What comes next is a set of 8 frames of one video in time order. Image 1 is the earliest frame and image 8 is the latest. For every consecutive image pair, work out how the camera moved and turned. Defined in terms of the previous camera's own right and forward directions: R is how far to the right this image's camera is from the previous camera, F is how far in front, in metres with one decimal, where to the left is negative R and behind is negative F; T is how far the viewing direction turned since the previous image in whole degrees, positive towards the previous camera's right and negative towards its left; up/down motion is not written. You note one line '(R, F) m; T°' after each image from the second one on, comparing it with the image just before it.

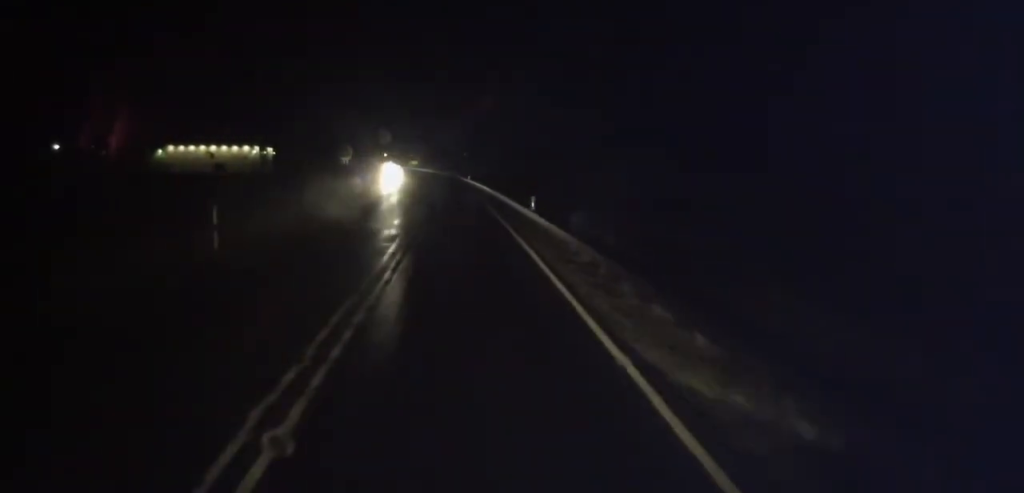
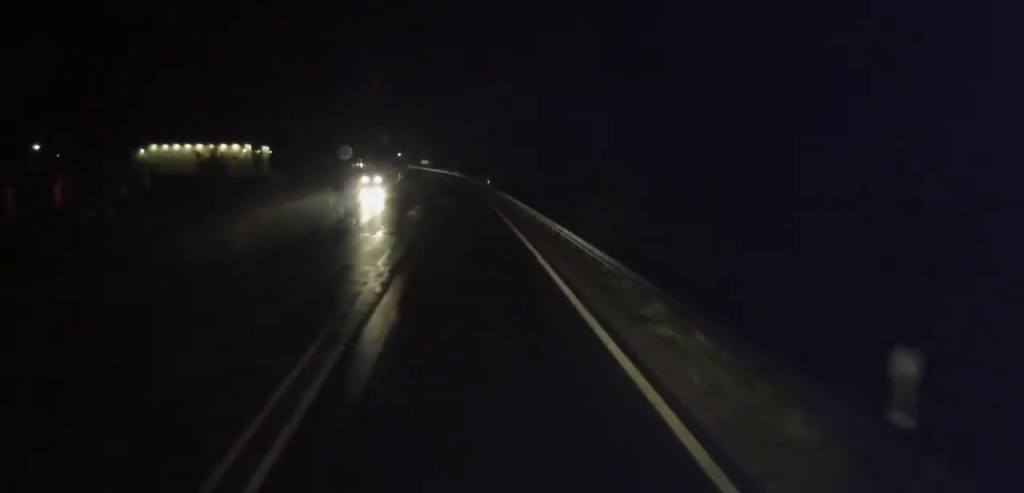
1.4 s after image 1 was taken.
(-0.4, +20.6) m; -1°
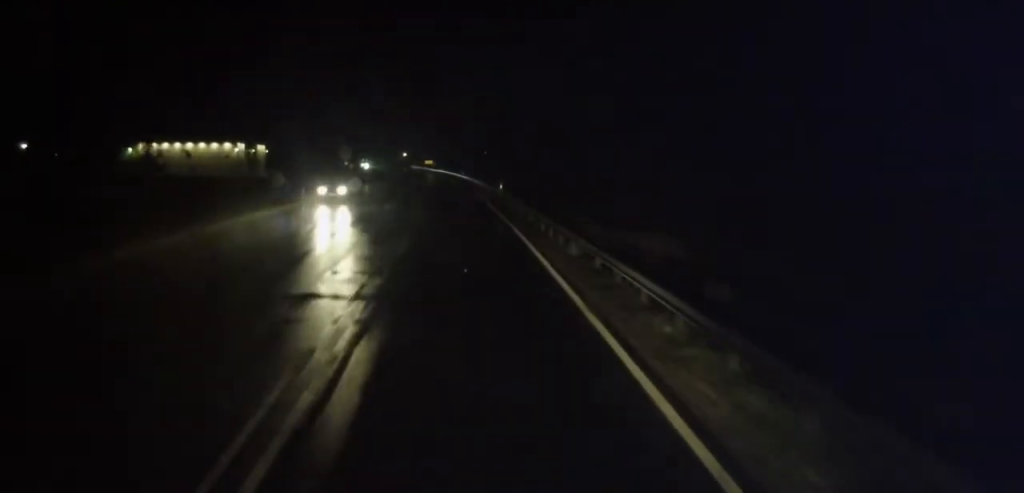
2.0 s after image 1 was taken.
(+0.1, +10.5) m; -1°
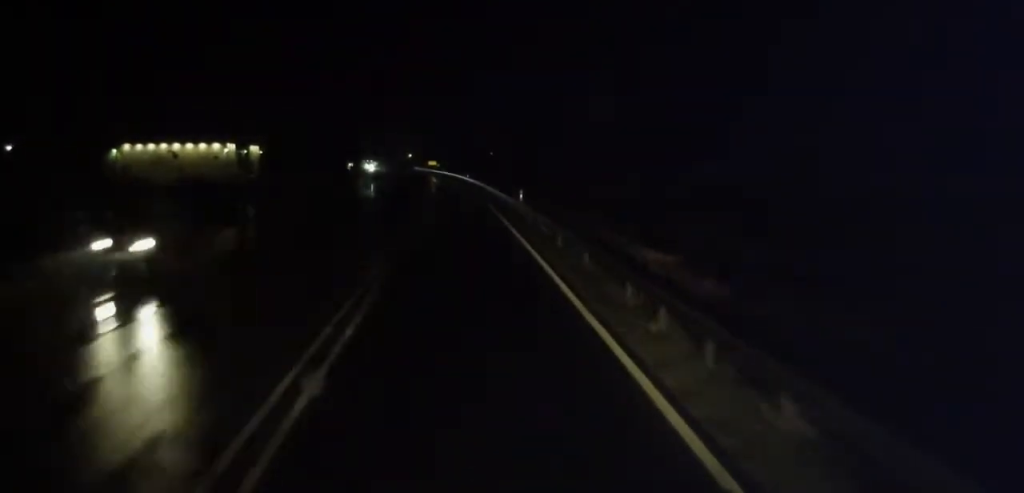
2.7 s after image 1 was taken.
(0.0, +11.1) m; -1°
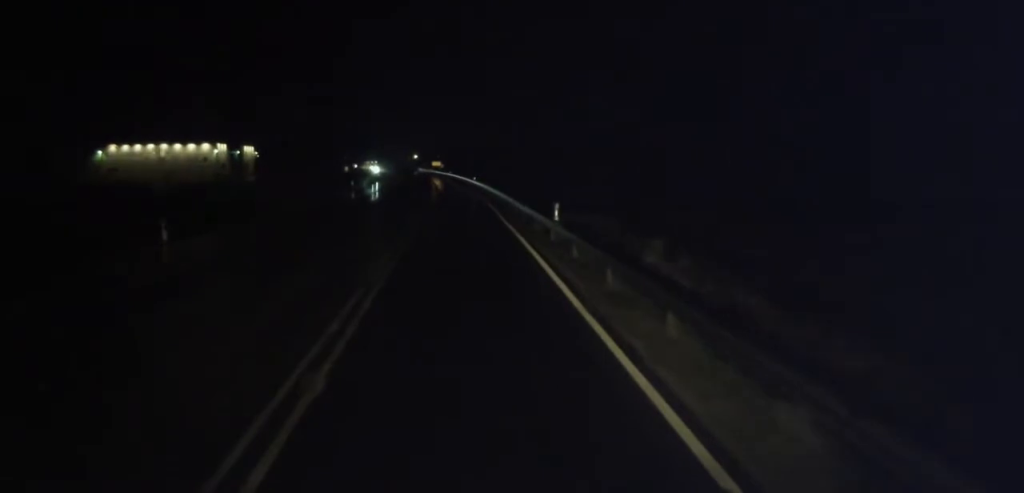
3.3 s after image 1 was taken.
(-0.2, +9.6) m; -1°
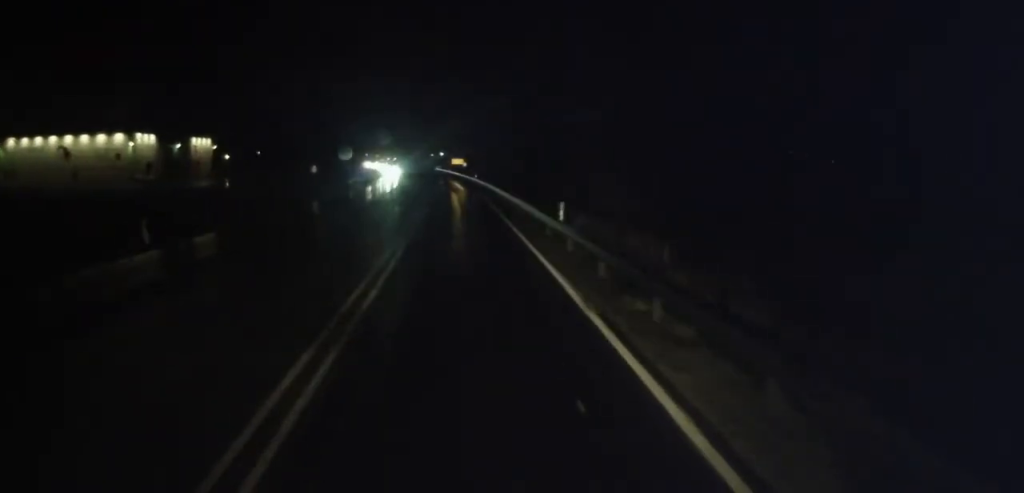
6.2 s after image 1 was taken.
(-0.5, +49.2) m; -1°
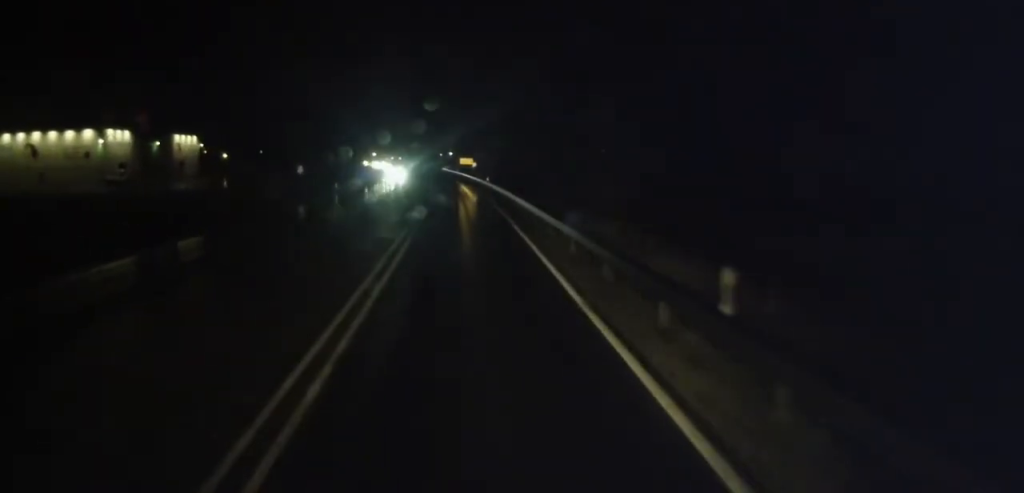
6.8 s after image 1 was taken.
(0.0, +12.3) m; 0°
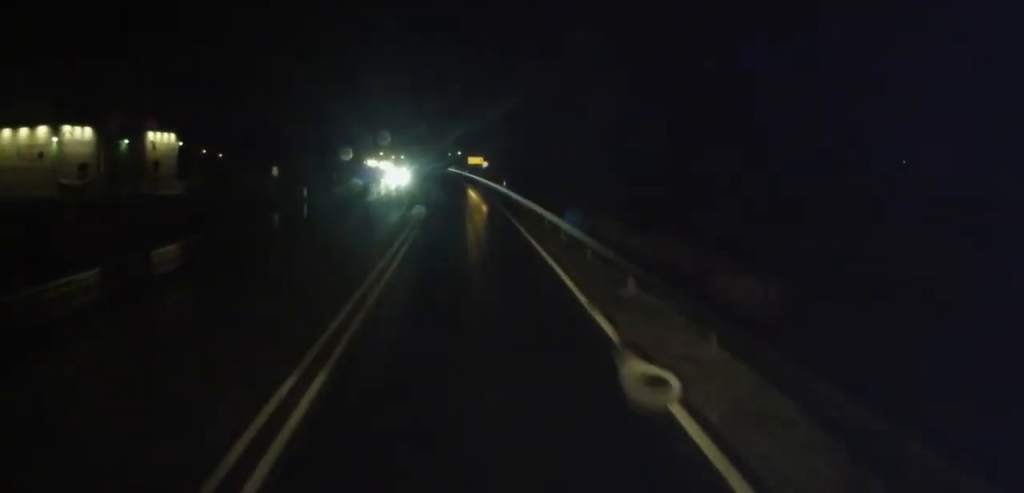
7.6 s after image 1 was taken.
(0.0, +14.2) m; -1°
